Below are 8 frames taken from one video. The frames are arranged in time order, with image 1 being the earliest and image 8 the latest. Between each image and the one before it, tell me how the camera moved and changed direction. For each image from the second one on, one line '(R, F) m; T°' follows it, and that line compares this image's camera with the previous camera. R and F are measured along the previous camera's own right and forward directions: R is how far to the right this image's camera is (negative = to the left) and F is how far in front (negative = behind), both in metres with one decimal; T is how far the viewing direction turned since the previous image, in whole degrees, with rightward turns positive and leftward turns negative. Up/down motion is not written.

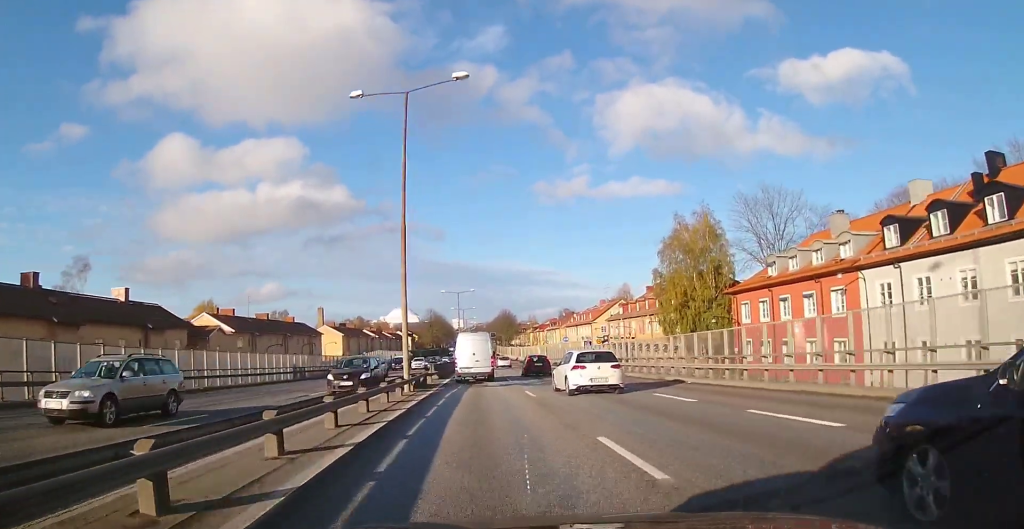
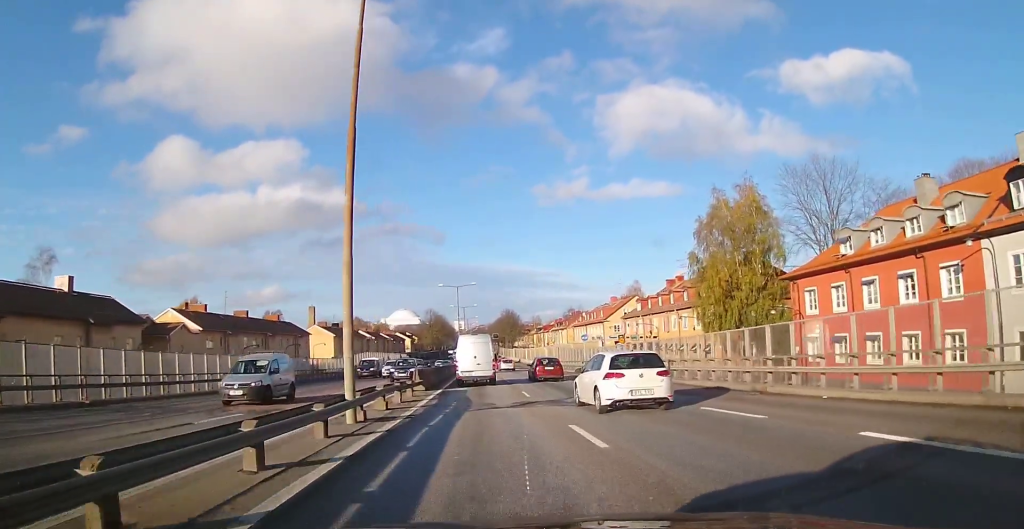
(-0.1, +9.6) m; 0°
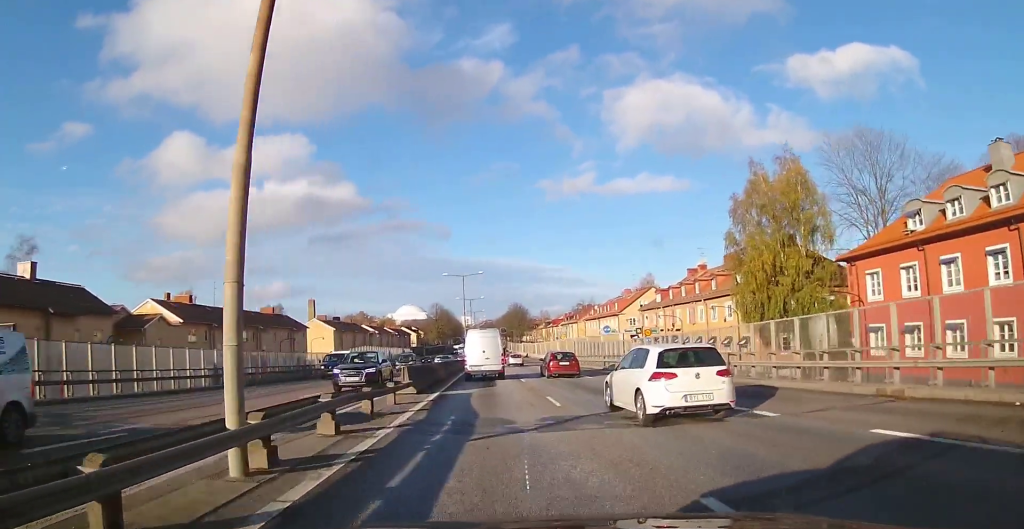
(0.0, +6.1) m; 0°
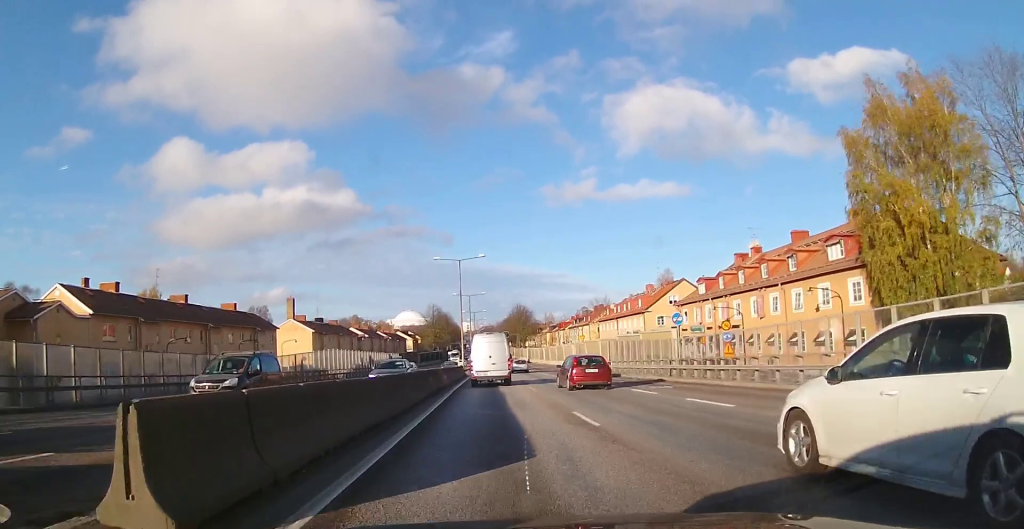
(0.0, +15.7) m; +2°
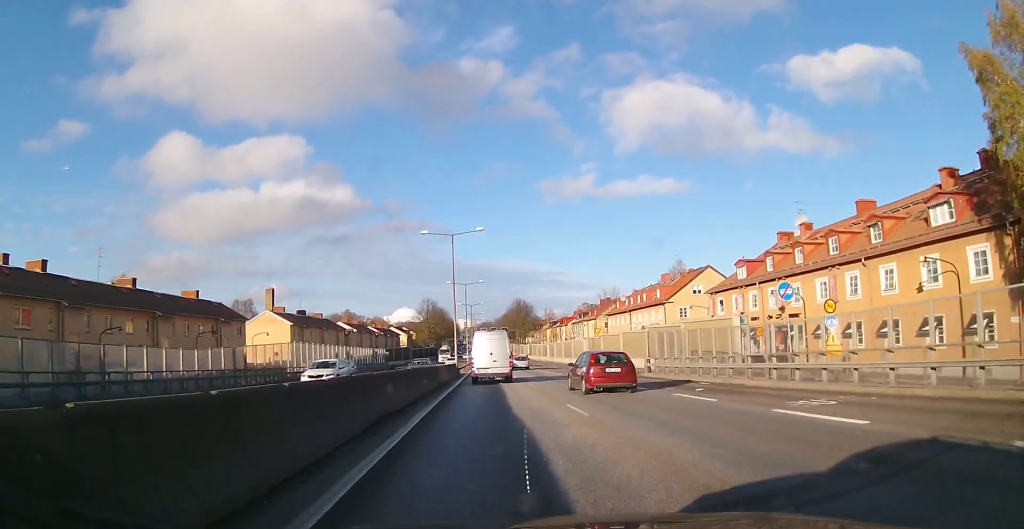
(+0.3, +10.9) m; +1°
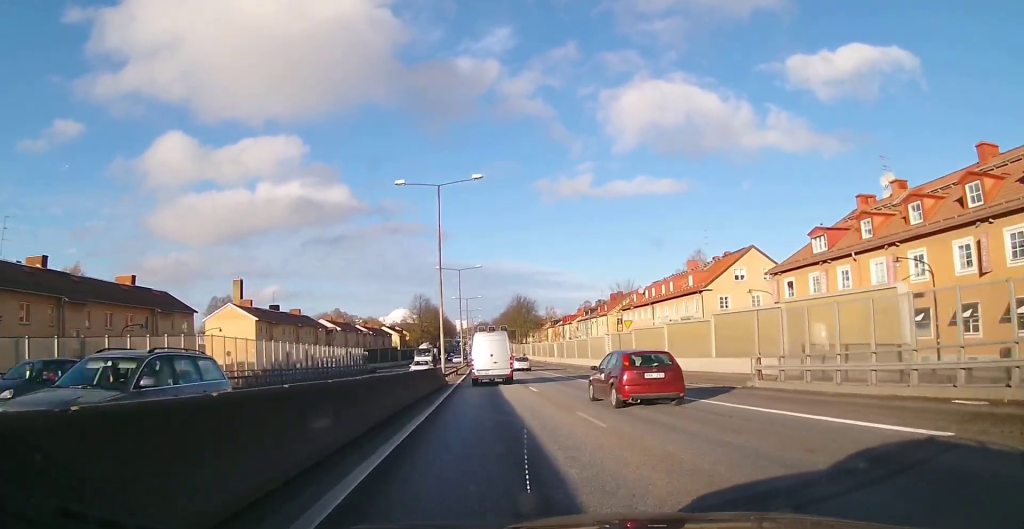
(0.0, +13.9) m; -1°
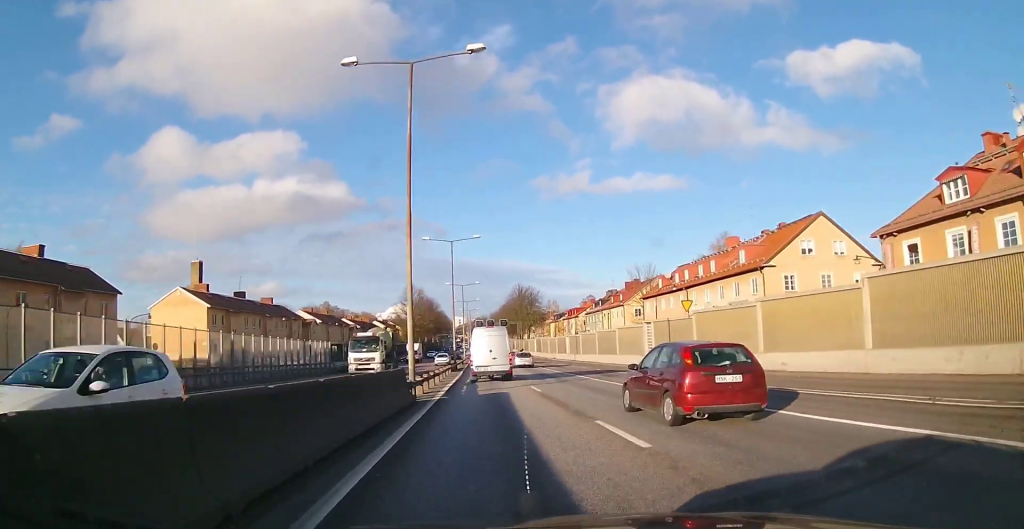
(-0.3, +14.4) m; -1°
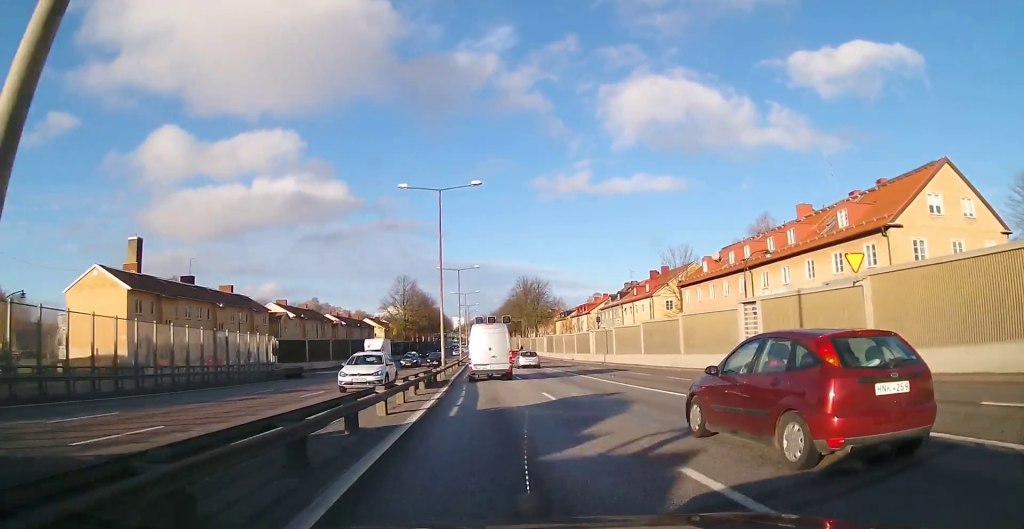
(0.0, +16.5) m; 0°
